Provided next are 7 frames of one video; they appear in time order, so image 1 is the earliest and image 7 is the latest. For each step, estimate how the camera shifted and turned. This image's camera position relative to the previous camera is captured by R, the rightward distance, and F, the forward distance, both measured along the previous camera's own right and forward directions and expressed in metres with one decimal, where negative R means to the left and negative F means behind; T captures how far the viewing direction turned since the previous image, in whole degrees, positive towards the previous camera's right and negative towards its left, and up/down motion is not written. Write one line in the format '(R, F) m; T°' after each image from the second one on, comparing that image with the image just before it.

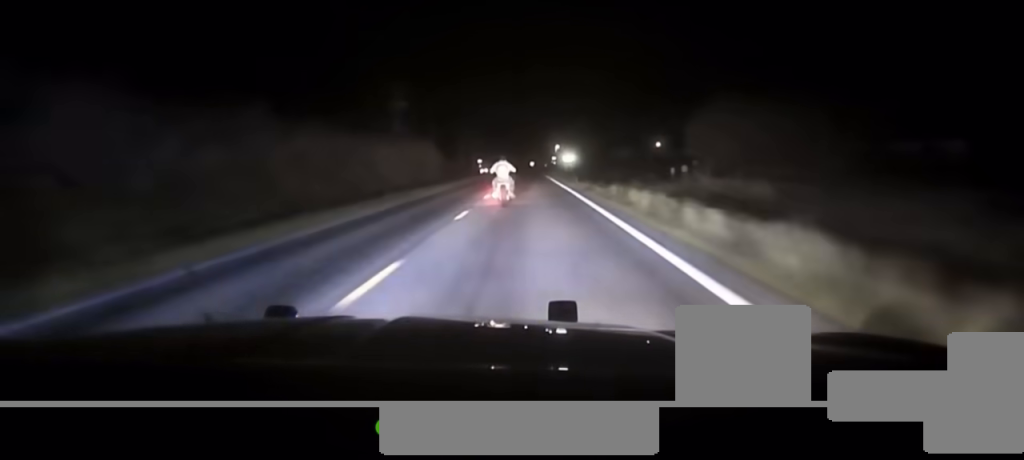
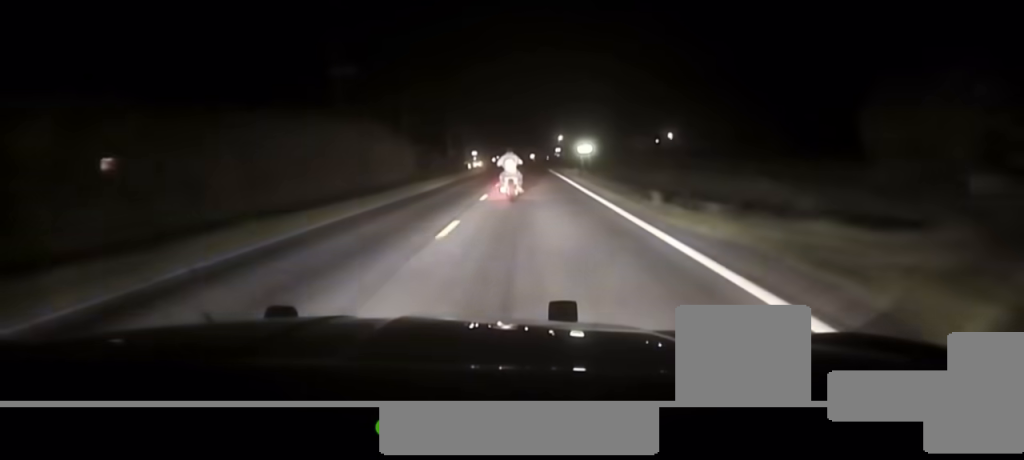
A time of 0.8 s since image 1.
(-0.1, +25.9) m; 0°
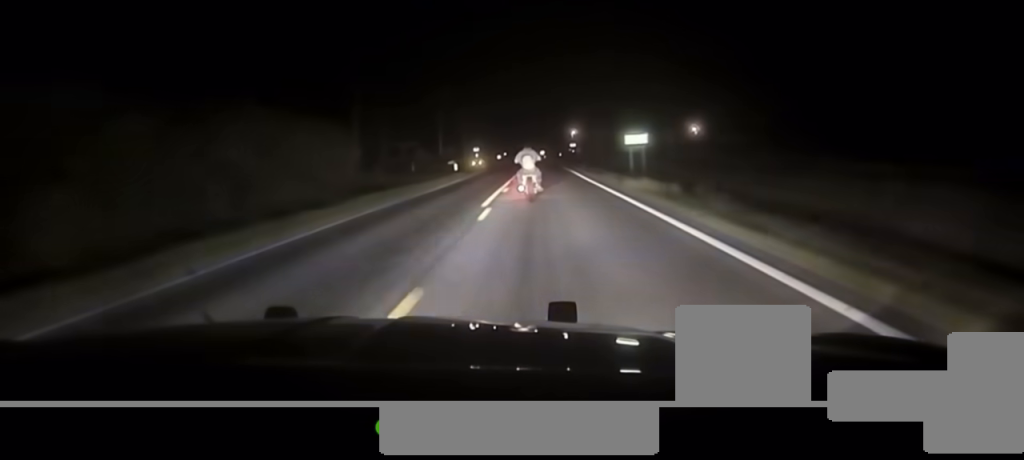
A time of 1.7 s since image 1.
(0.0, +29.3) m; 0°
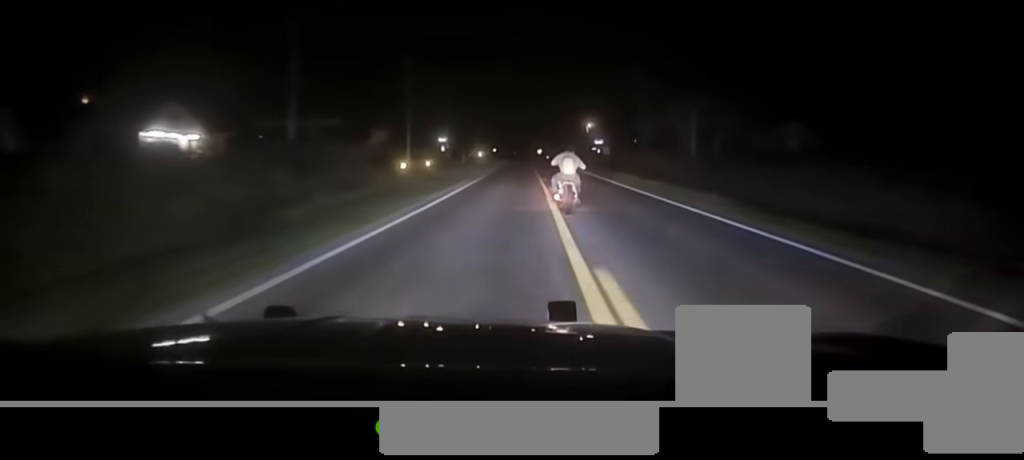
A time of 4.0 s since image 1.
(-0.7, +89.6) m; -1°
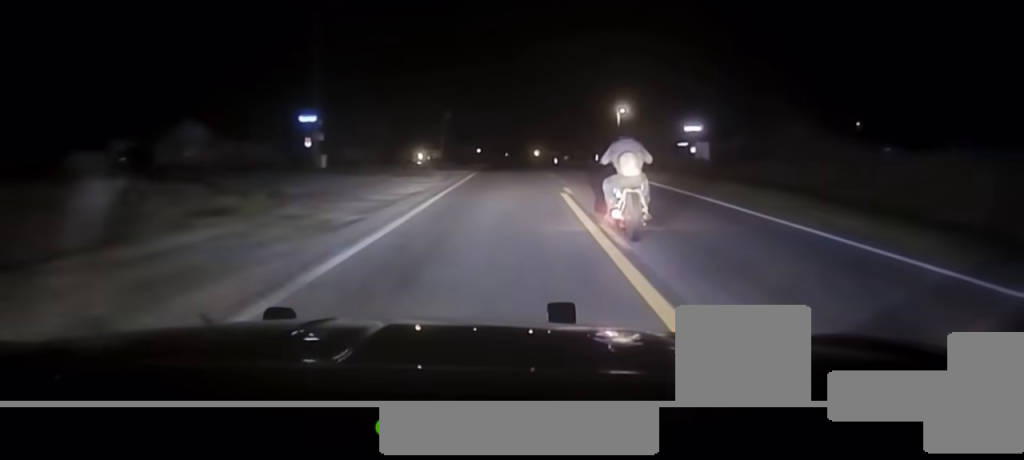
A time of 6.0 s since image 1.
(+0.4, +84.9) m; +1°
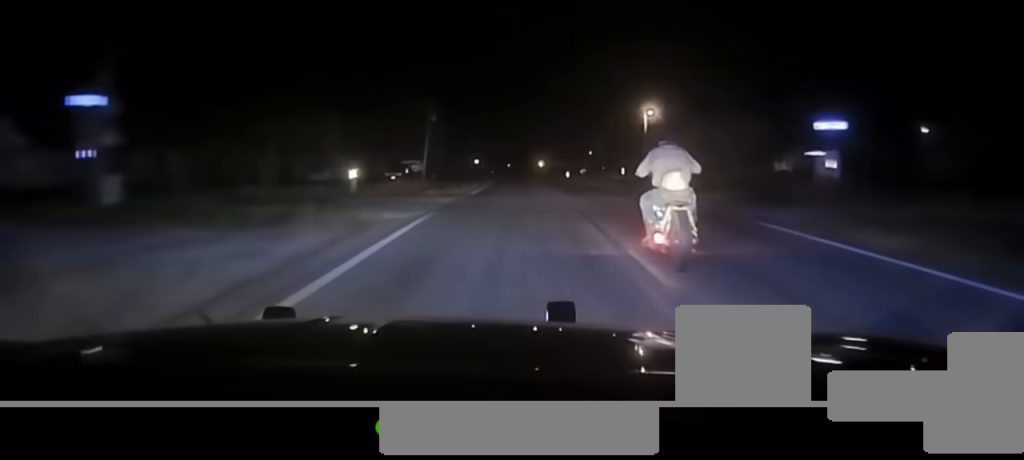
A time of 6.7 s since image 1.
(+0.1, +26.5) m; 0°
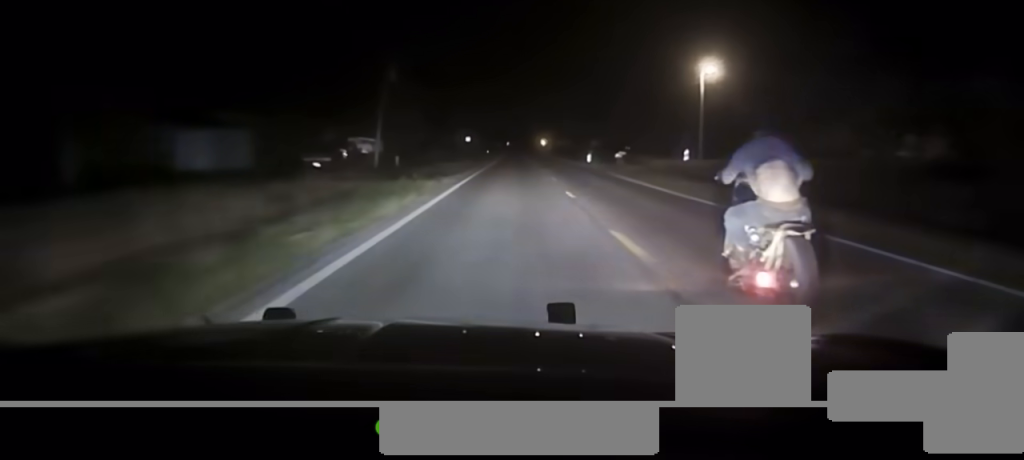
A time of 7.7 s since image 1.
(0.0, +32.0) m; 0°
